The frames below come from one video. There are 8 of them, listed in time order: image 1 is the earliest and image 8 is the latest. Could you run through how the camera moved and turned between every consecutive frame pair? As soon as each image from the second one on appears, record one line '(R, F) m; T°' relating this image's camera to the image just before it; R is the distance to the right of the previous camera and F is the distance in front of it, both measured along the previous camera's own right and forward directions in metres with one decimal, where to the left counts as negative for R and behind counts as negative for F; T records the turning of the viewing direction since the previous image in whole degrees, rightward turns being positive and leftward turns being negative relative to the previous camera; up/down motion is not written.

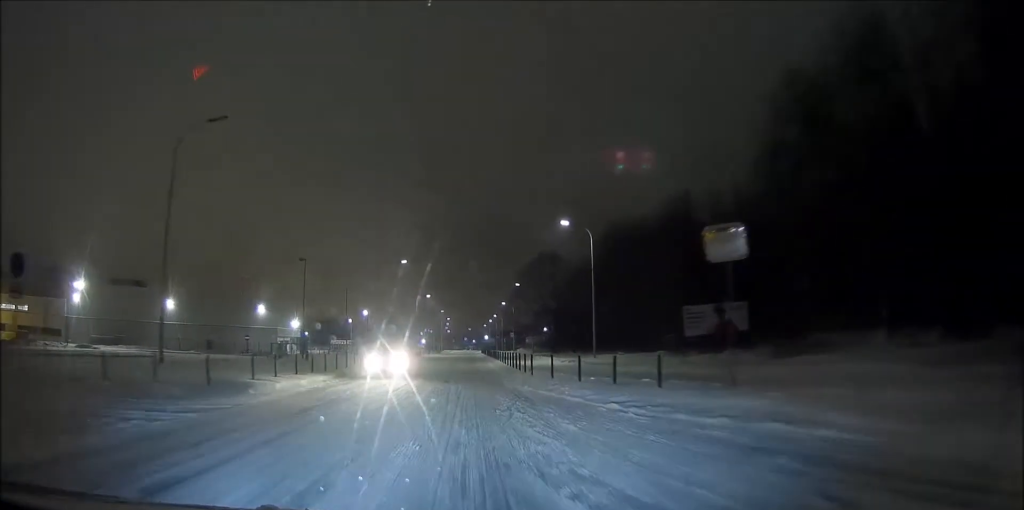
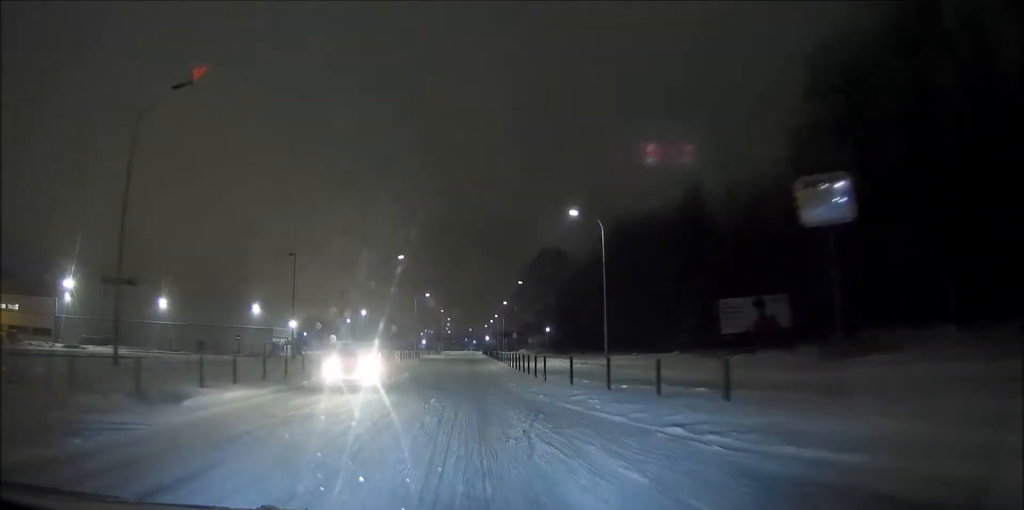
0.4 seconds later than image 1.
(0.0, +4.0) m; 0°
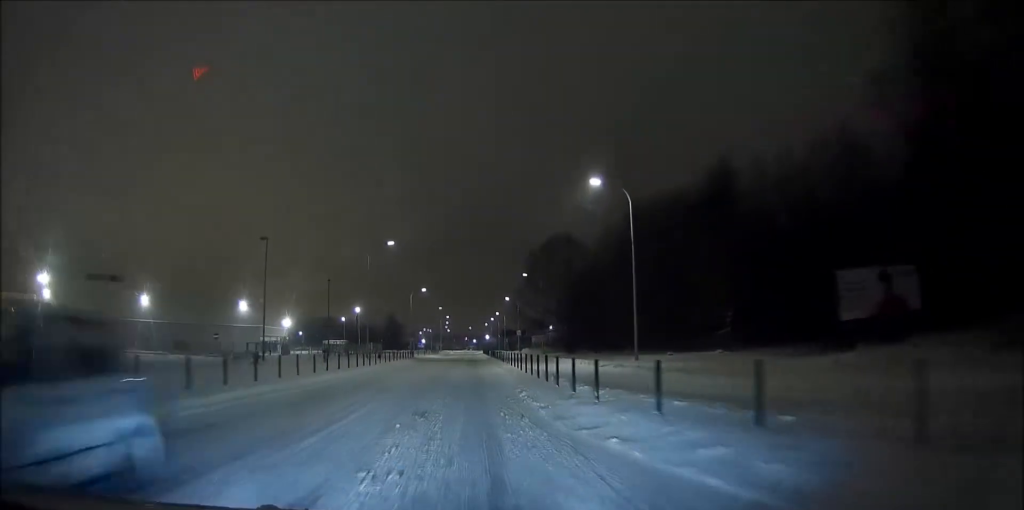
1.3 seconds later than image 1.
(0.0, +8.3) m; +1°
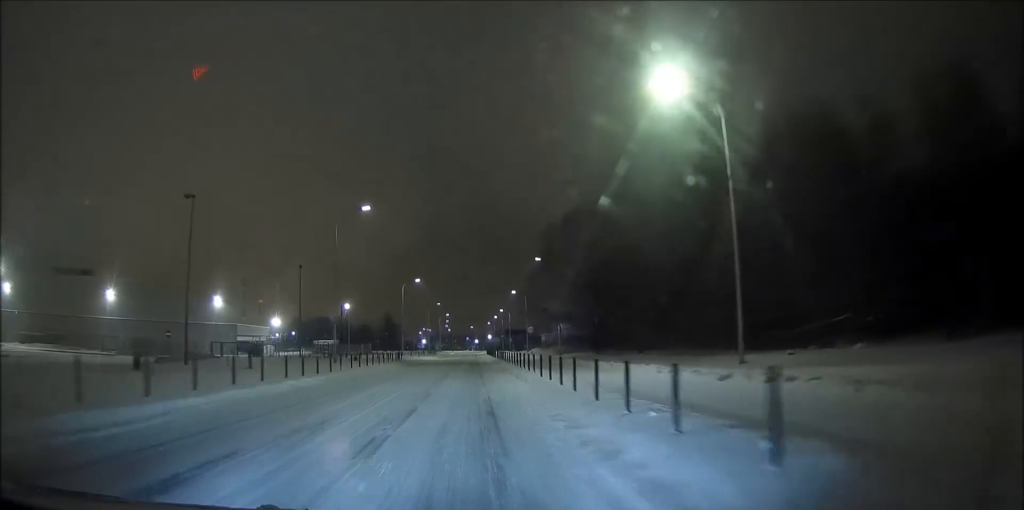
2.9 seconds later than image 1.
(+0.3, +14.5) m; +1°
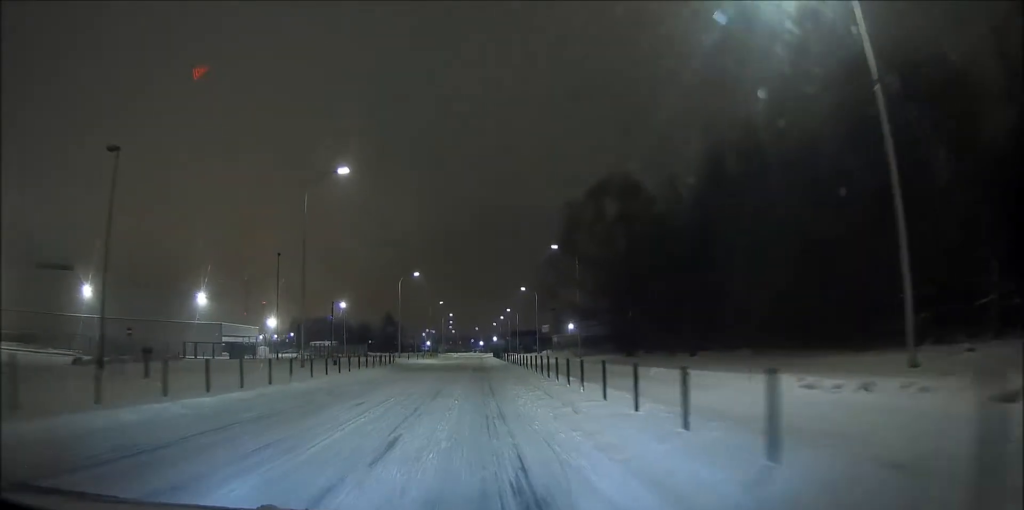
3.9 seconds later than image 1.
(-0.1, +9.5) m; -1°
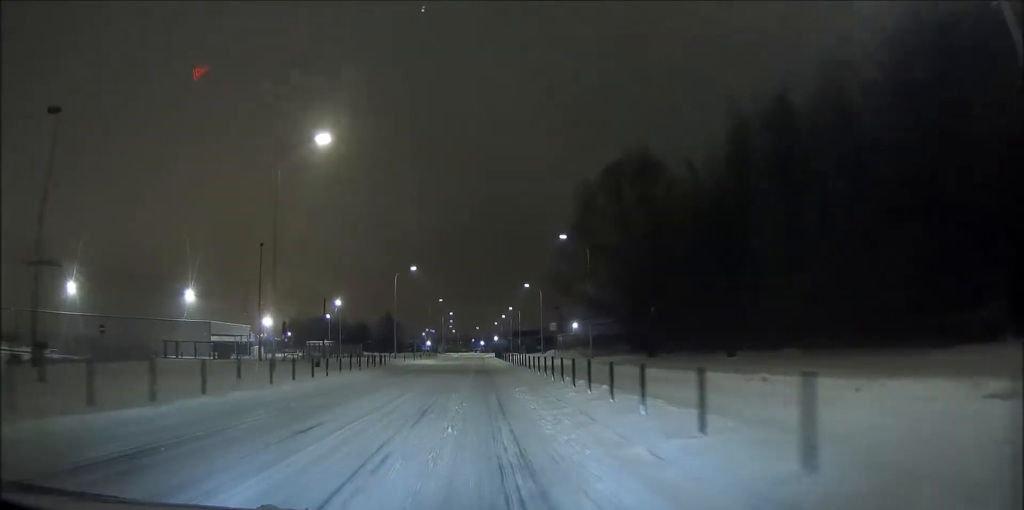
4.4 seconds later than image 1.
(0.0, +5.2) m; 0°
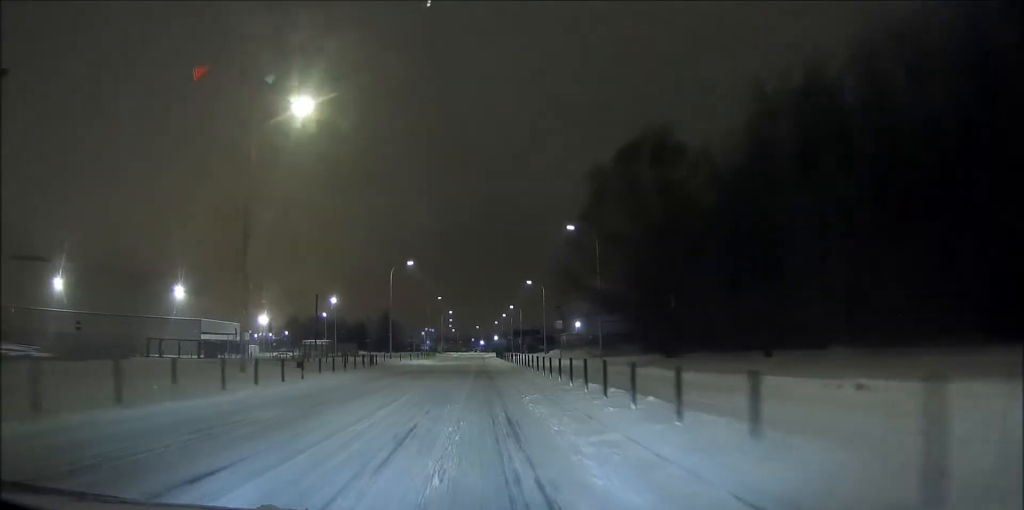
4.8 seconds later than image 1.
(0.0, +3.9) m; 0°
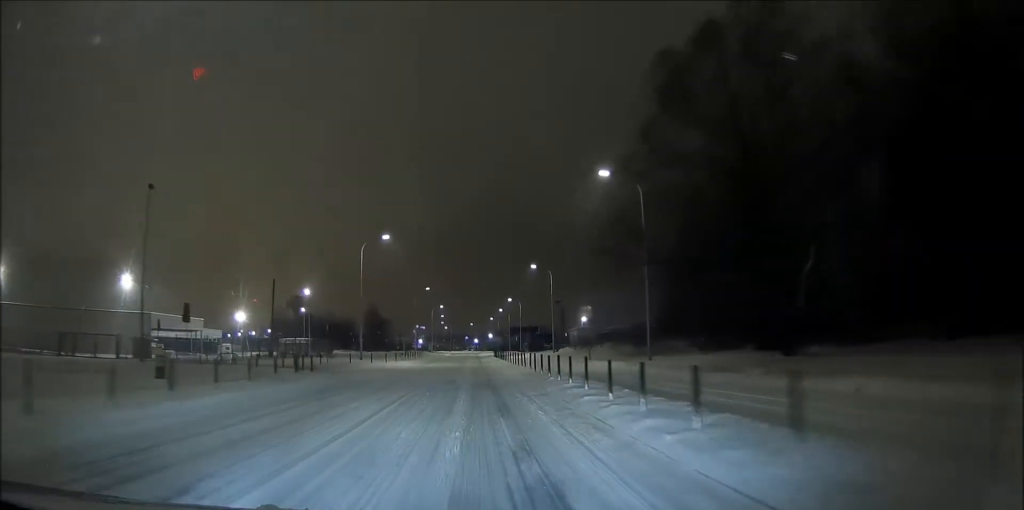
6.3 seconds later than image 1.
(+0.2, +15.2) m; 0°
